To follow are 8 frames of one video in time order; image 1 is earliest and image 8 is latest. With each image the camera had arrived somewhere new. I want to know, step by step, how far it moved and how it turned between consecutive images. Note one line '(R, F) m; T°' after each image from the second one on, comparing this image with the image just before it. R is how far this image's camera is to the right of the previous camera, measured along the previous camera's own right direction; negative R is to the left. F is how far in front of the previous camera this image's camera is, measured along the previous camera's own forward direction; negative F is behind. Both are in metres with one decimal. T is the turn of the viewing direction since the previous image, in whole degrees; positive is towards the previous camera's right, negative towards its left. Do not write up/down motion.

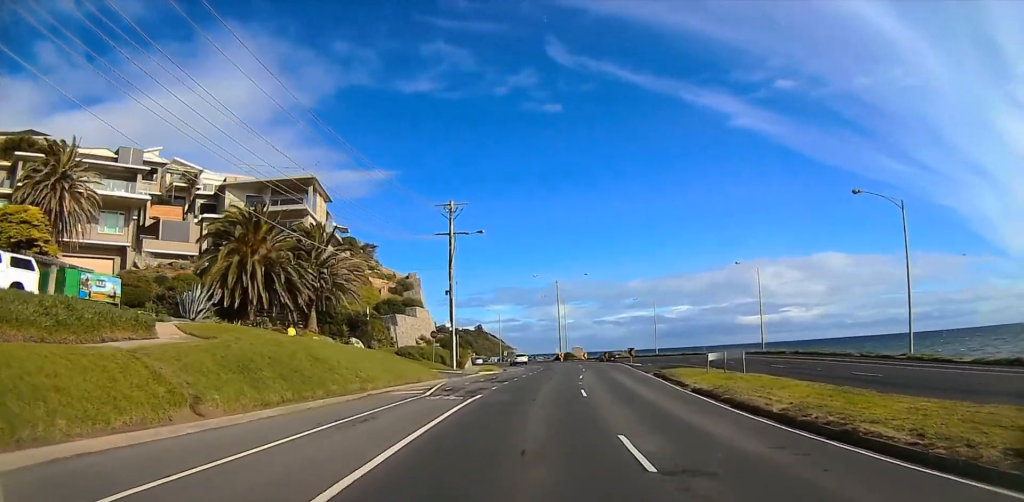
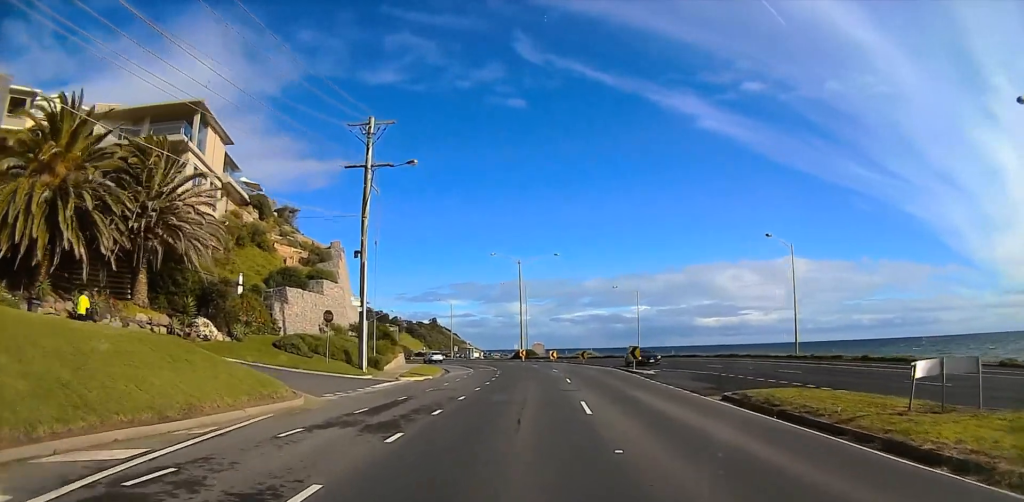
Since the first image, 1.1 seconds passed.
(+0.9, +16.4) m; +3°
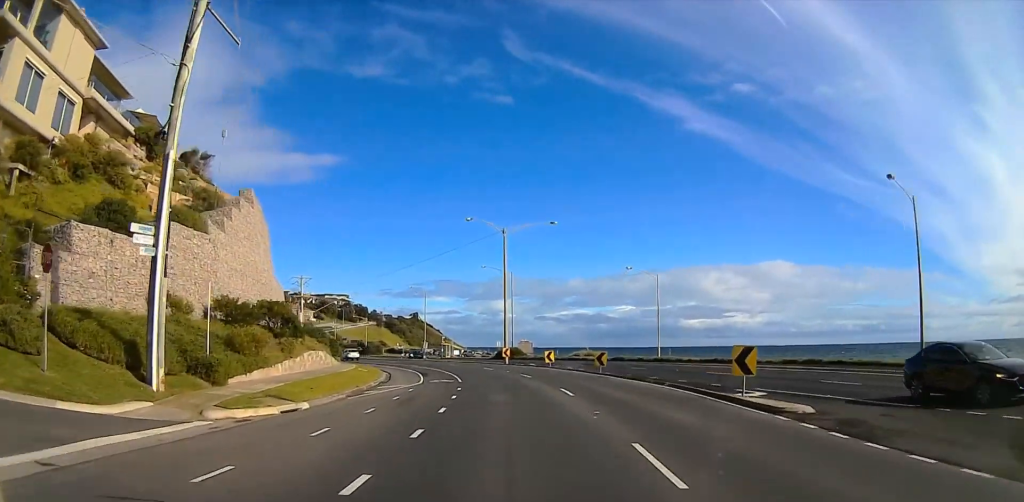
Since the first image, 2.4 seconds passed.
(-0.2, +16.8) m; -2°
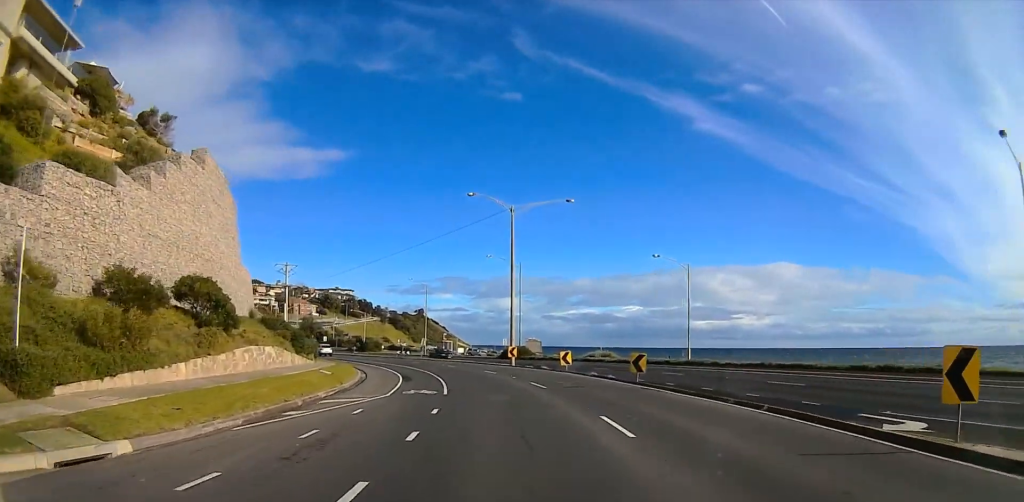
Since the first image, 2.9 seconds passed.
(-0.1, +7.0) m; -1°
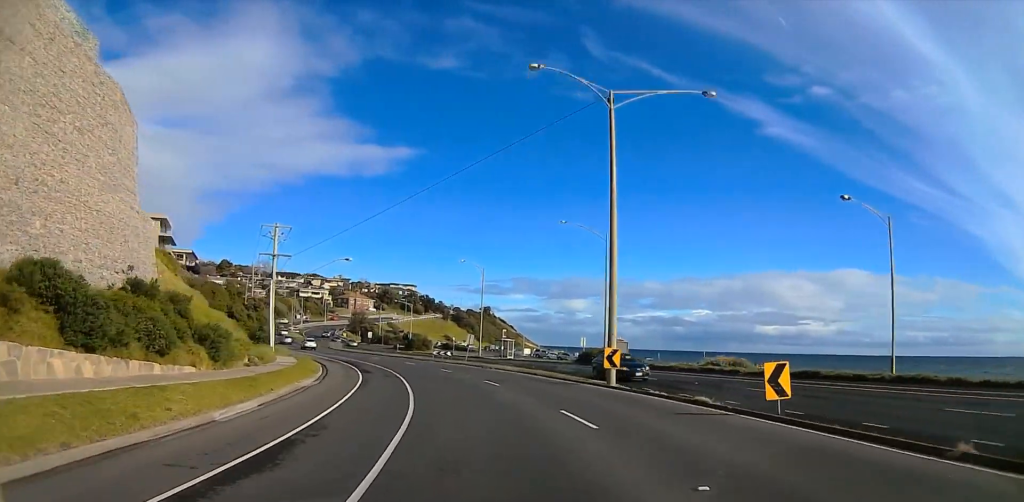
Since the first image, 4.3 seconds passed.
(-0.1, +20.9) m; -2°
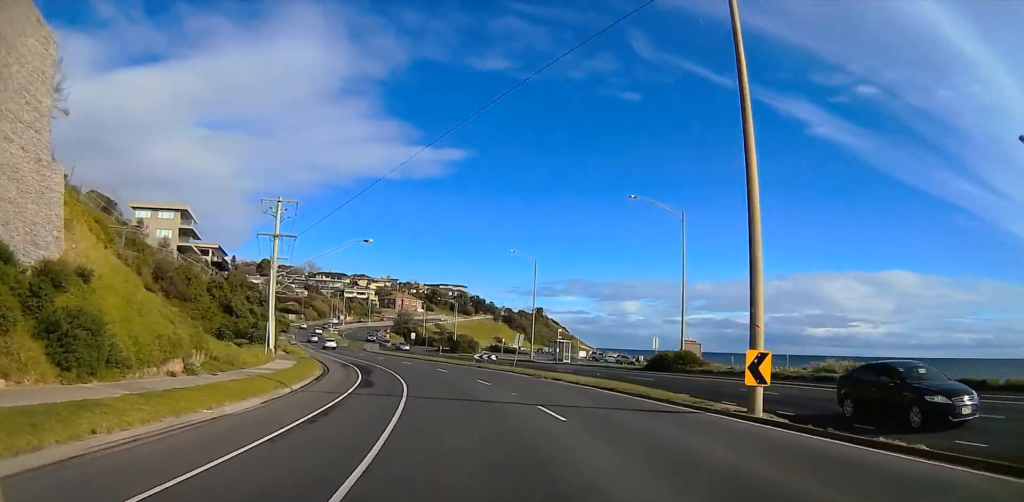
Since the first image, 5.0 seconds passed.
(+0.1, +10.7) m; -2°
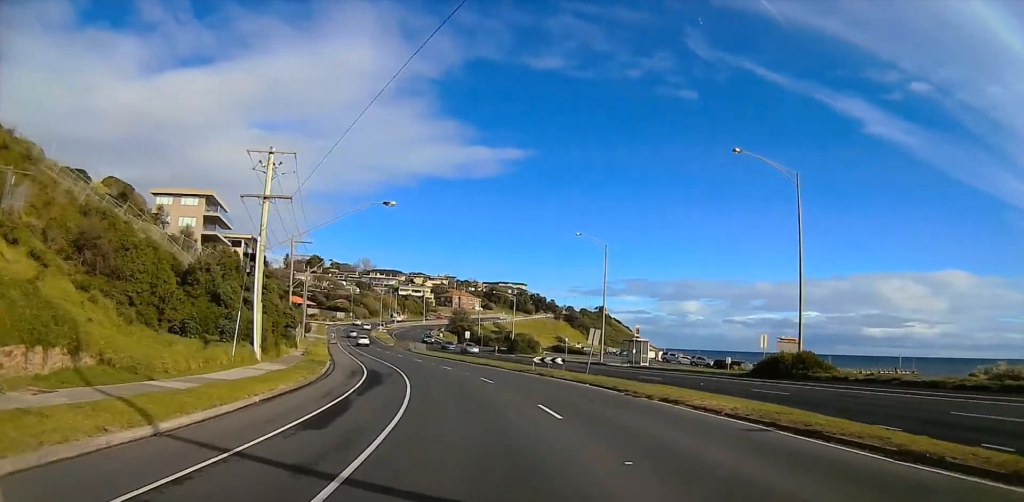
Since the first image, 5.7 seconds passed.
(-0.4, +11.3) m; -5°
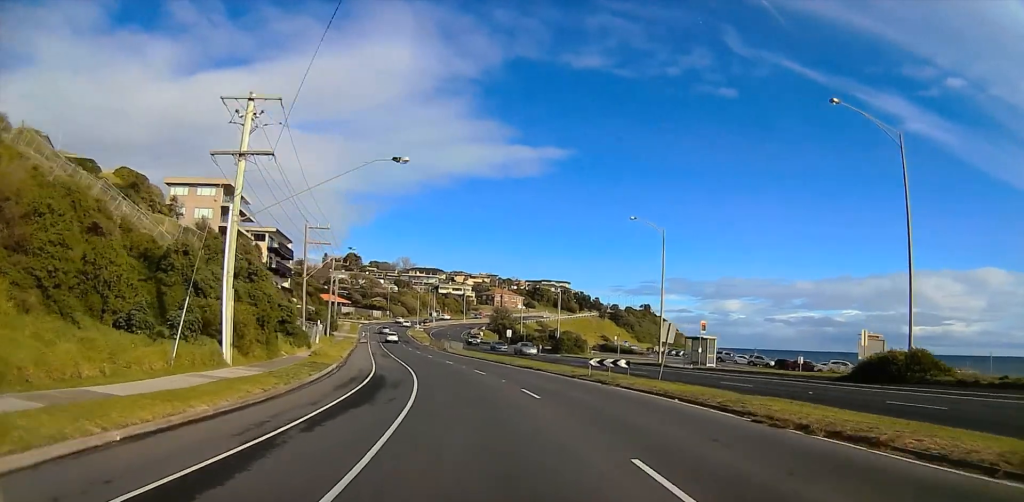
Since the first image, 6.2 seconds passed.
(-0.4, +7.7) m; -4°
